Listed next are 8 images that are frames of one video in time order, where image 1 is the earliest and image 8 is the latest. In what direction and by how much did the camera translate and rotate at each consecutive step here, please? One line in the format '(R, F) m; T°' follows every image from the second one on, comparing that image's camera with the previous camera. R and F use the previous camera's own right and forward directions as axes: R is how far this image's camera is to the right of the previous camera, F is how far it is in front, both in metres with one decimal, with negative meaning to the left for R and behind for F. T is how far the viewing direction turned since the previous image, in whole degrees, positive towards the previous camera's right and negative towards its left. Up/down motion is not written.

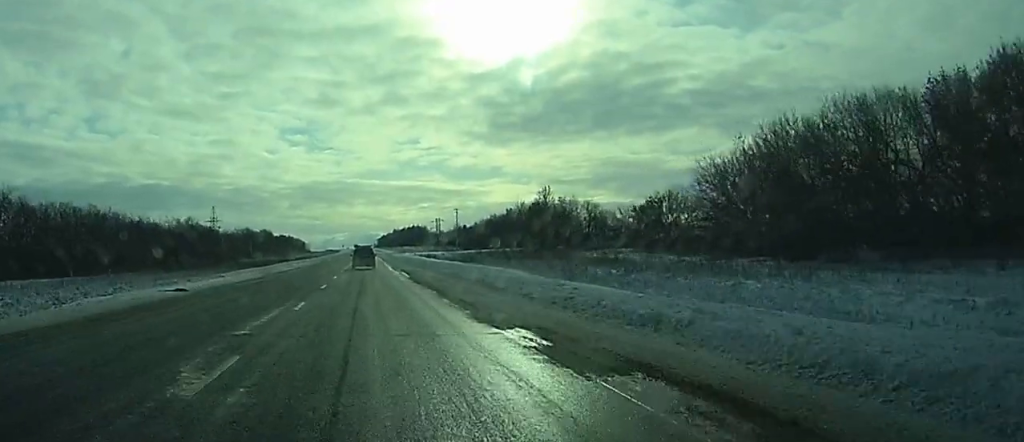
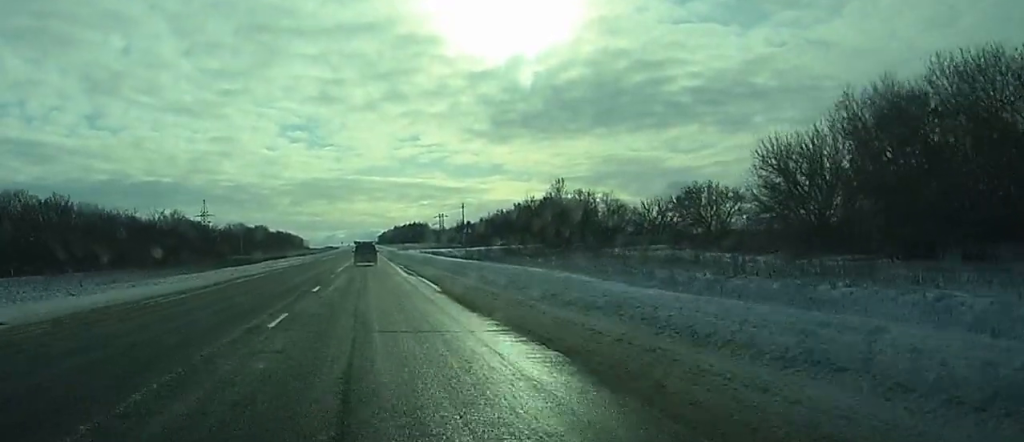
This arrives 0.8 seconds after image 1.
(-0.7, +16.7) m; -1°
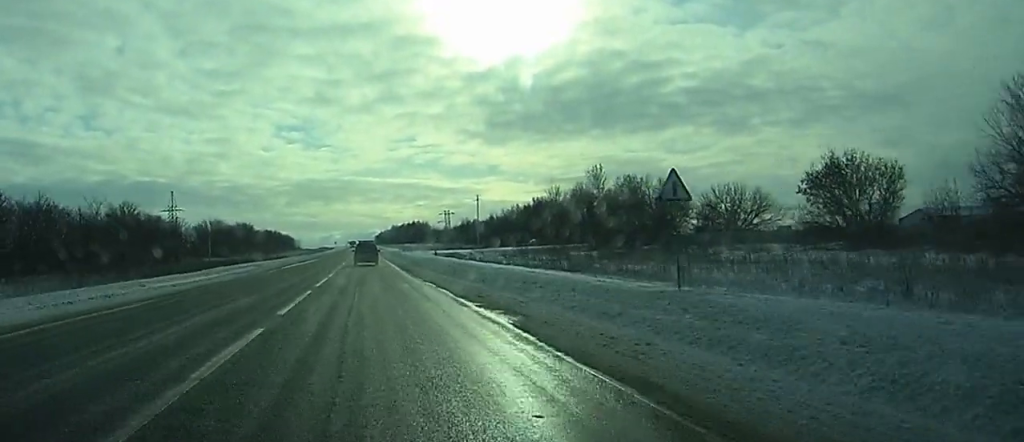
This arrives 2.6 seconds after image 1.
(+0.4, +40.5) m; +1°
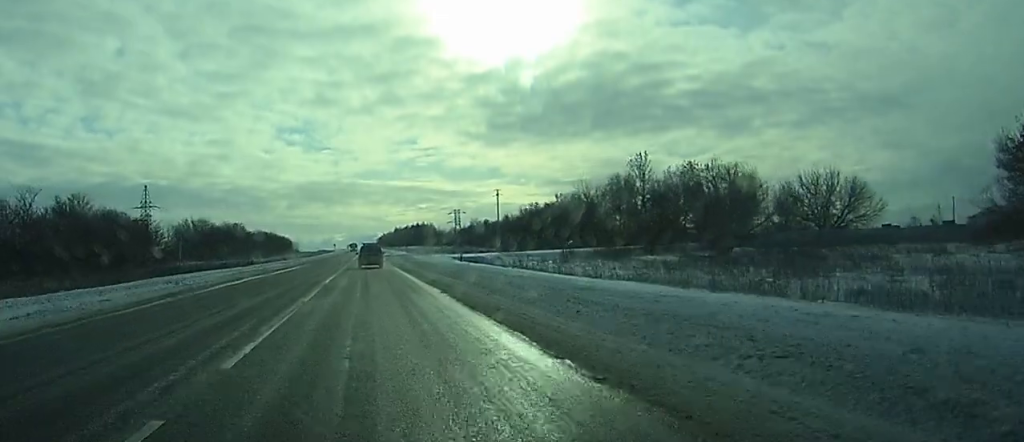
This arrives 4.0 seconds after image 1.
(+0.1, +31.2) m; 0°
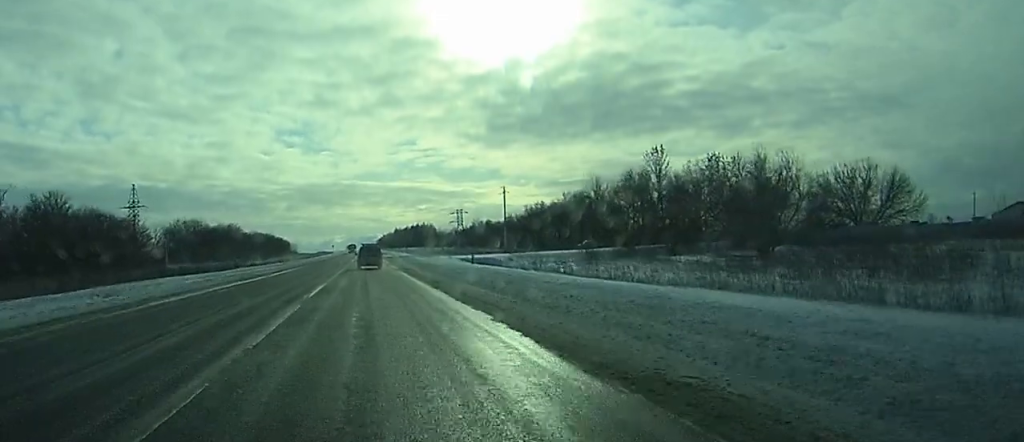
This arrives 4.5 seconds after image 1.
(0.0, +10.4) m; 0°
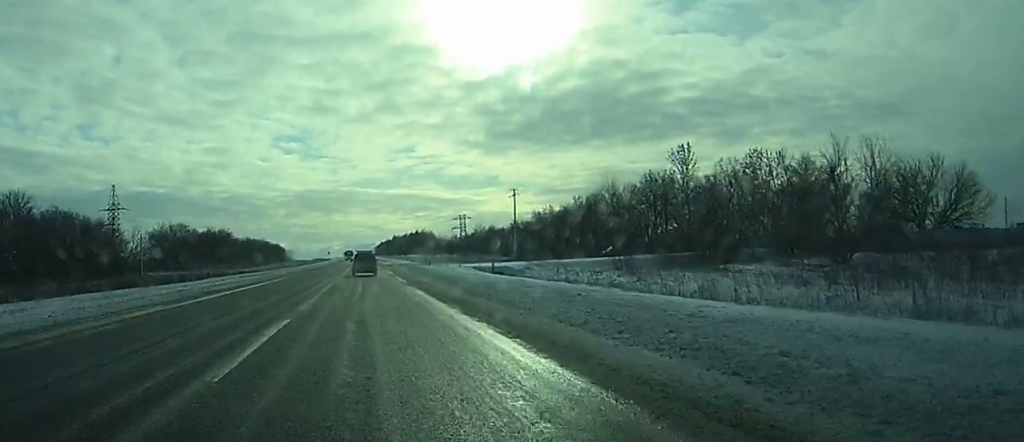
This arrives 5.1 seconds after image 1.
(0.0, +14.8) m; 0°
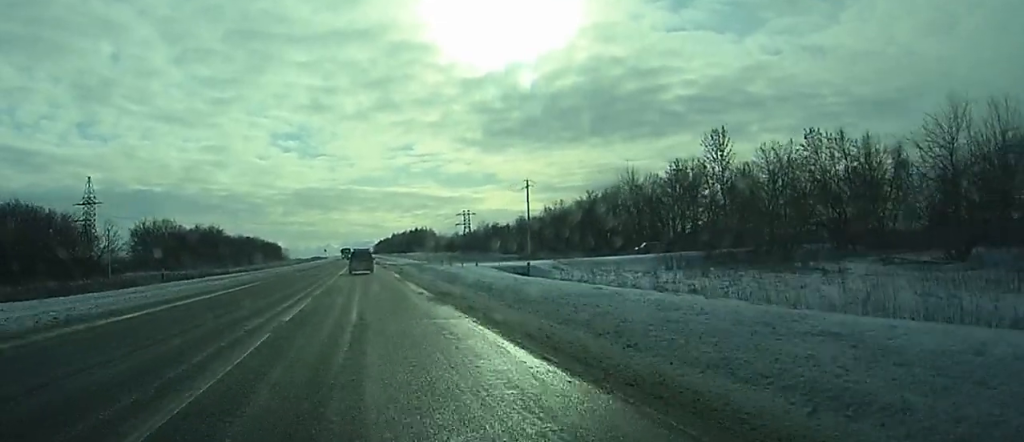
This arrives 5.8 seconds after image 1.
(0.0, +15.5) m; 0°
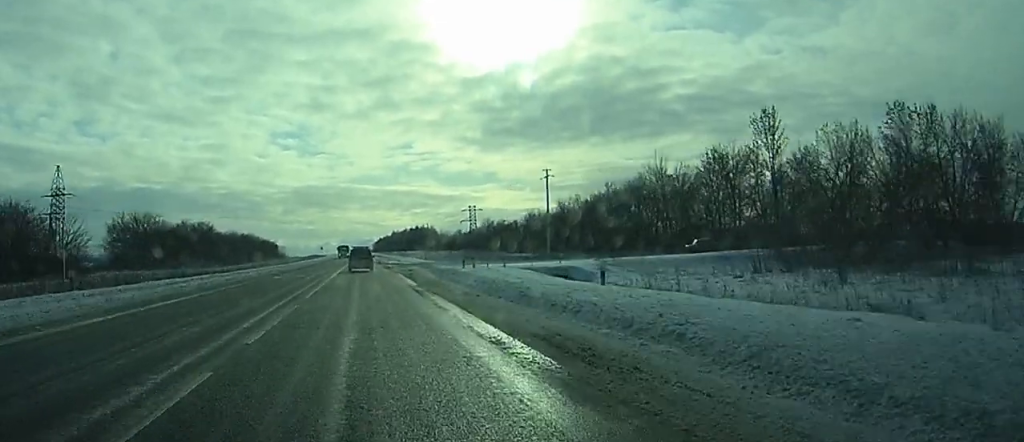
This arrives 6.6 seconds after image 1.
(0.0, +16.9) m; 0°
